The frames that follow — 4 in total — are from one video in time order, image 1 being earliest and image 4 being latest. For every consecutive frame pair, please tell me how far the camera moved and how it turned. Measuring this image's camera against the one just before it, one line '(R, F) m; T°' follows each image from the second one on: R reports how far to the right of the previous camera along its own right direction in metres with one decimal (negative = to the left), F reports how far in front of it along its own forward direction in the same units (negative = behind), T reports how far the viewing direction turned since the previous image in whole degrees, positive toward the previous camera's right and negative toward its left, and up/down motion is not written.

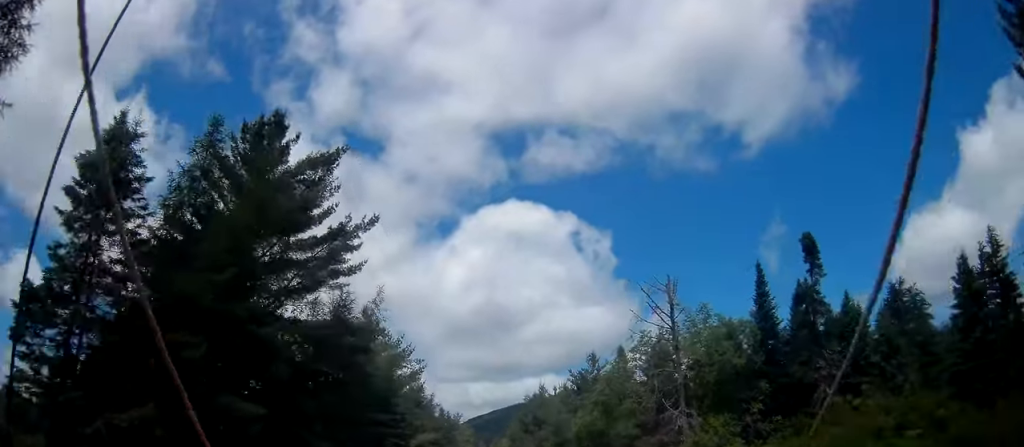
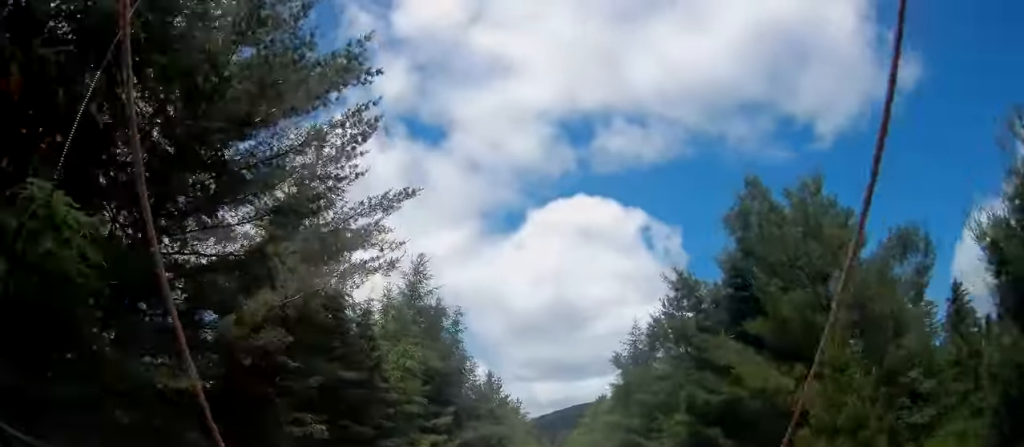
(-1.5, +34.0) m; -5°
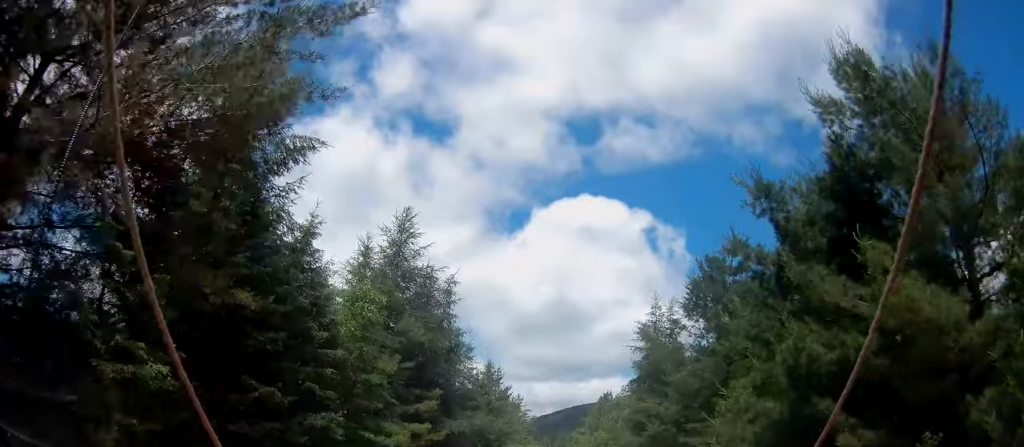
(-0.1, +5.5) m; 0°
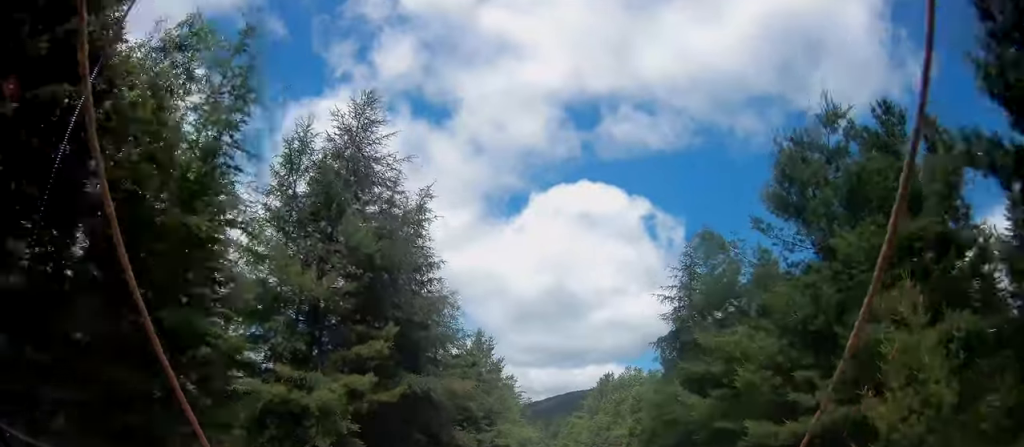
(+0.1, +8.1) m; +1°
